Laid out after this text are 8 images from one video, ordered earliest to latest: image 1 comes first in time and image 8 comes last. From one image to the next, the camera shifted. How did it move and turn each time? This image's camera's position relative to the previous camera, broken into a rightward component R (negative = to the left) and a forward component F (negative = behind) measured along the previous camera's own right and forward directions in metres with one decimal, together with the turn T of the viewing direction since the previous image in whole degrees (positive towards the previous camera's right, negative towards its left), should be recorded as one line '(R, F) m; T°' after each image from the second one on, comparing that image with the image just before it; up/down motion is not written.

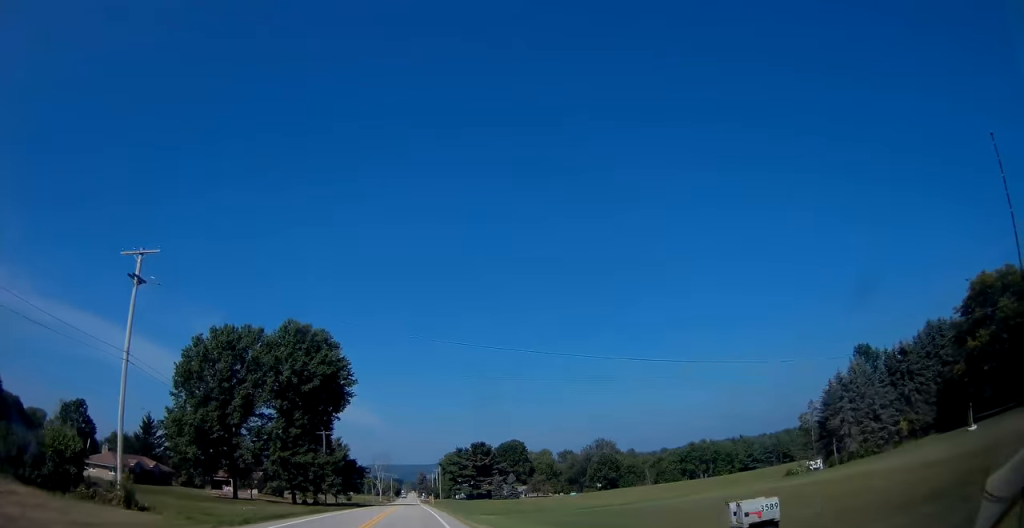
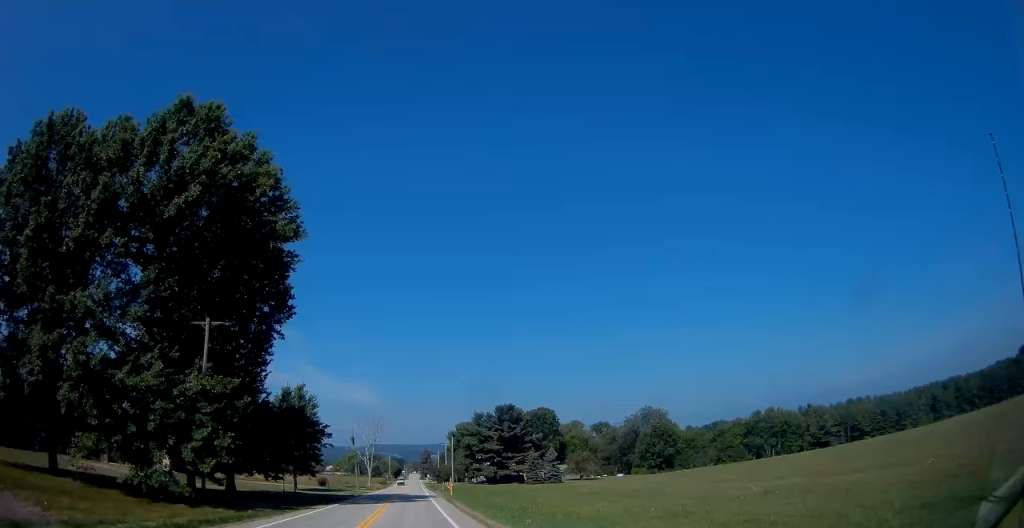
(0.0, +46.4) m; 0°
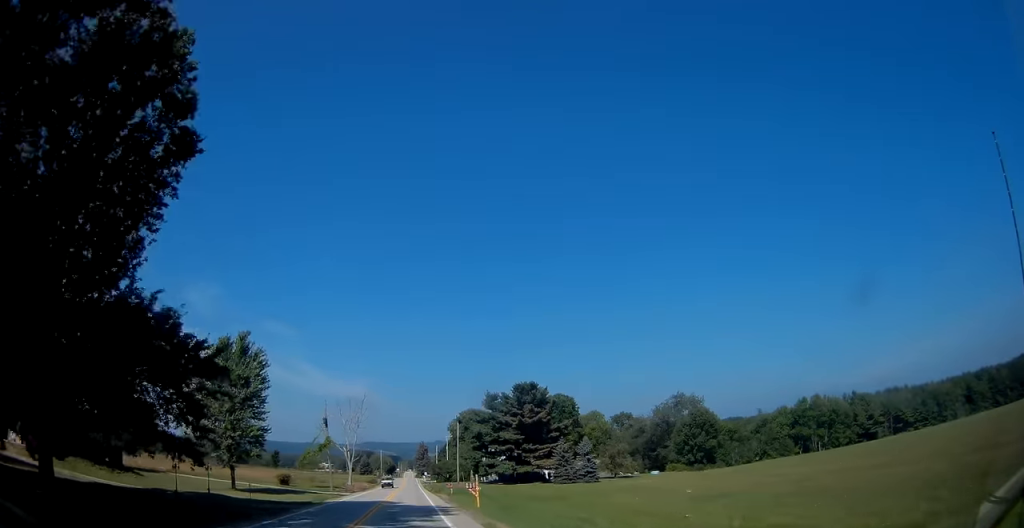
(0.0, +27.3) m; 0°
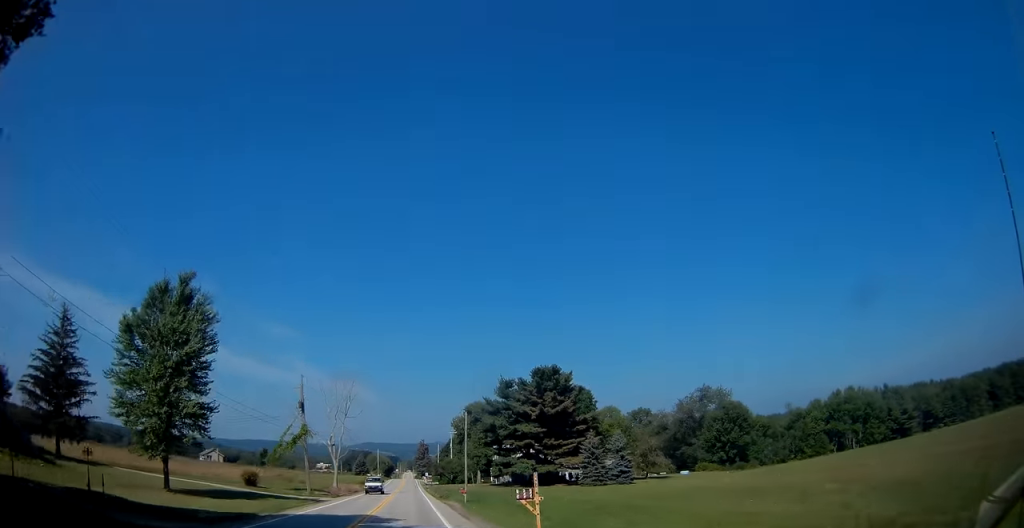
(-0.1, +15.7) m; +1°
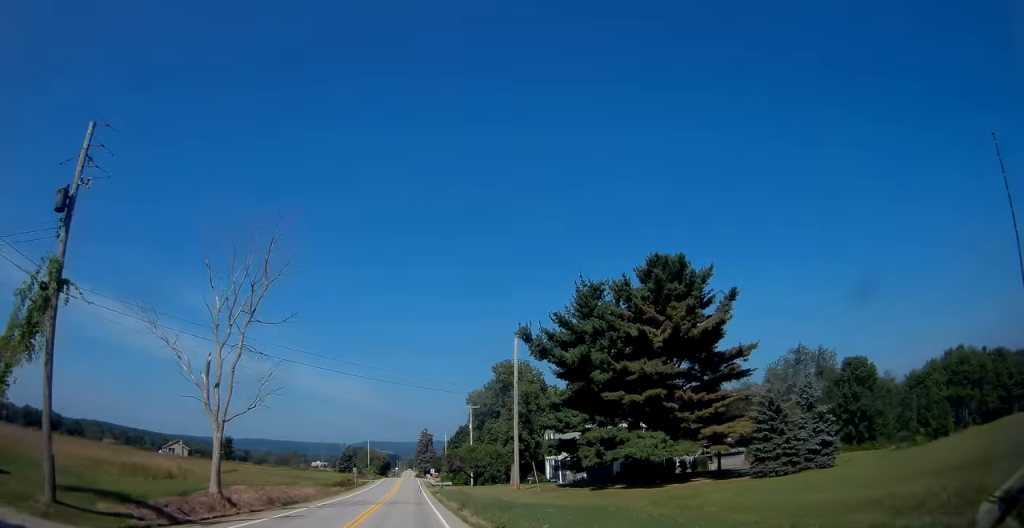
(+0.2, +42.2) m; -1°
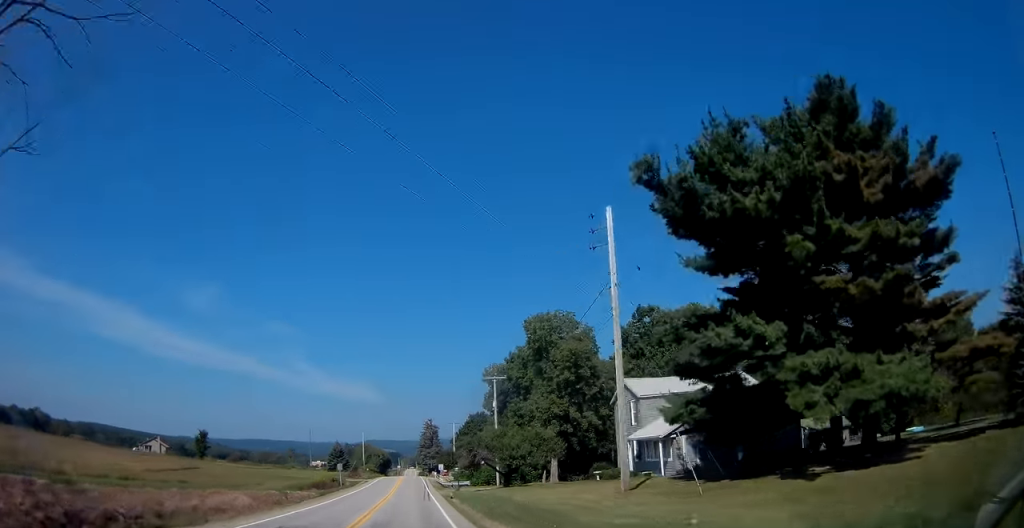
(-0.1, +22.3) m; 0°
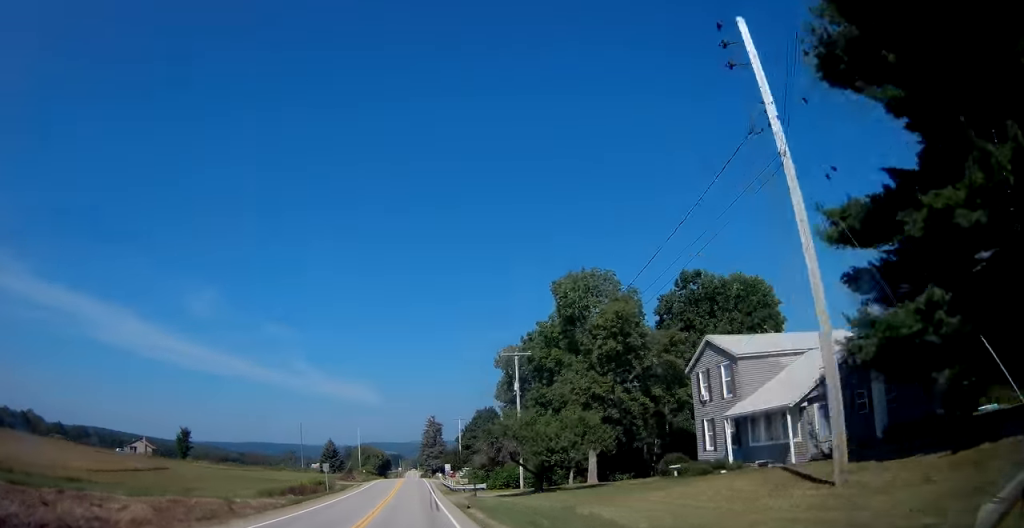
(0.0, +12.4) m; 0°
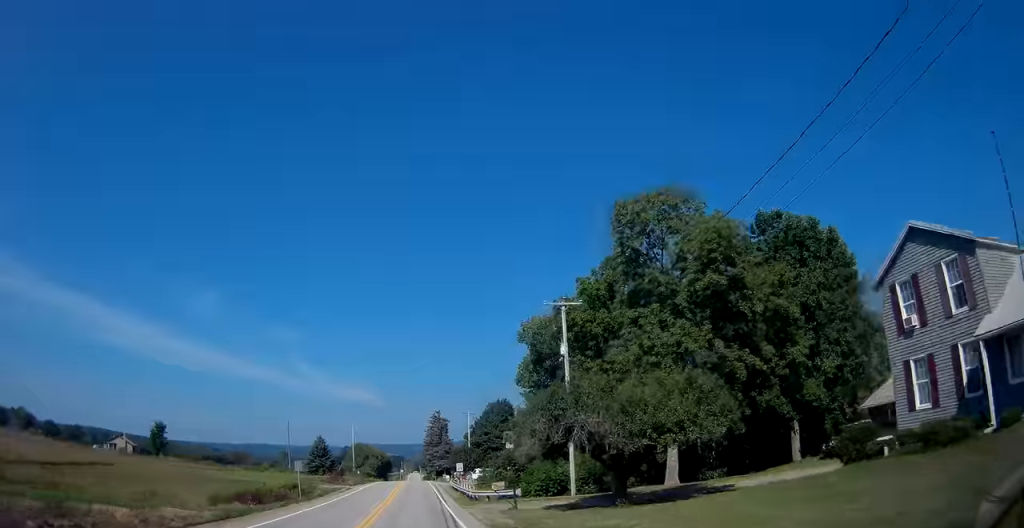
(0.0, +14.9) m; 0°
